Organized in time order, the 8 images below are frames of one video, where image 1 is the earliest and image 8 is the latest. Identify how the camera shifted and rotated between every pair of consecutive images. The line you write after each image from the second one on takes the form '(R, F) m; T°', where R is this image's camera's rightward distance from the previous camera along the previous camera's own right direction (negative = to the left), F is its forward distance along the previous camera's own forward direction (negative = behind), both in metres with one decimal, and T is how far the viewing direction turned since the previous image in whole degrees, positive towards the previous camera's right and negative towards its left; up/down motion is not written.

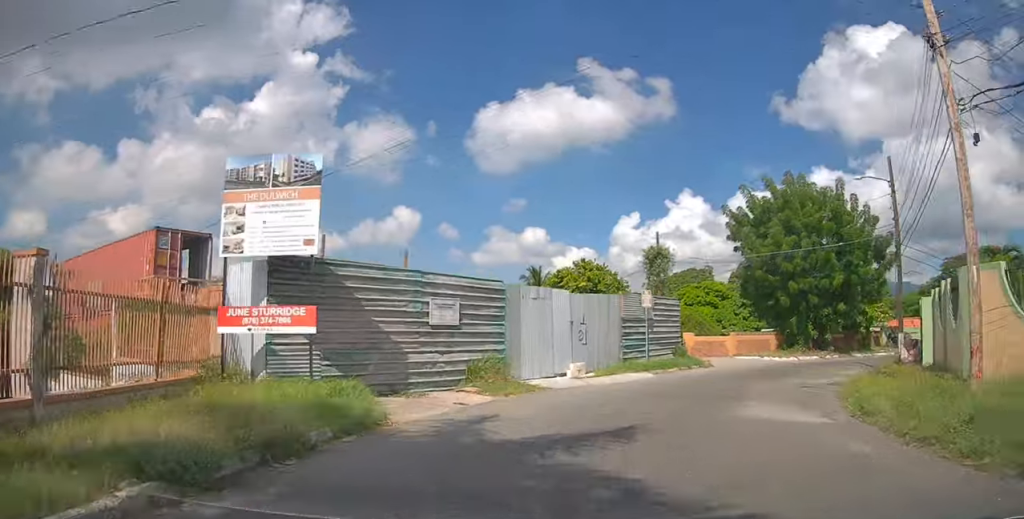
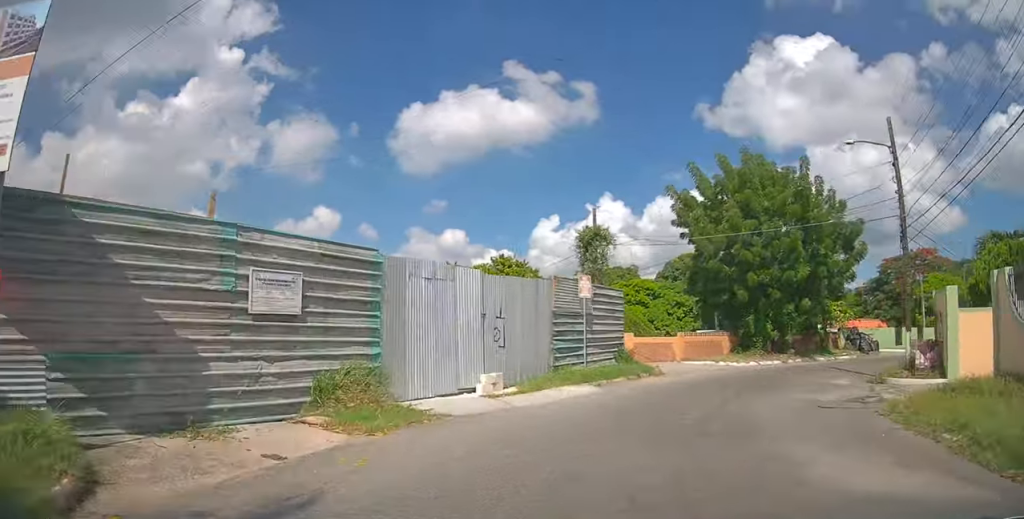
(+0.1, +5.2) m; +8°
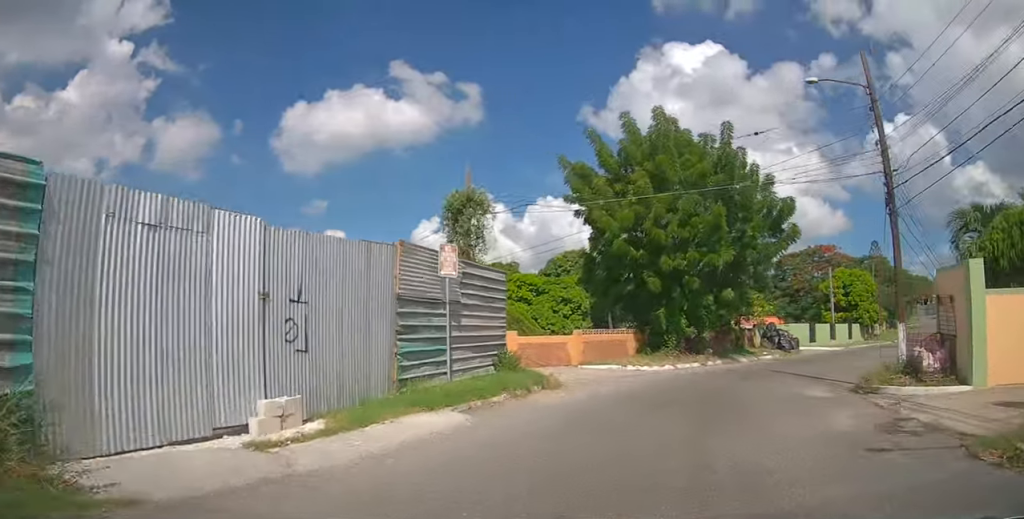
(+0.6, +5.1) m; +11°
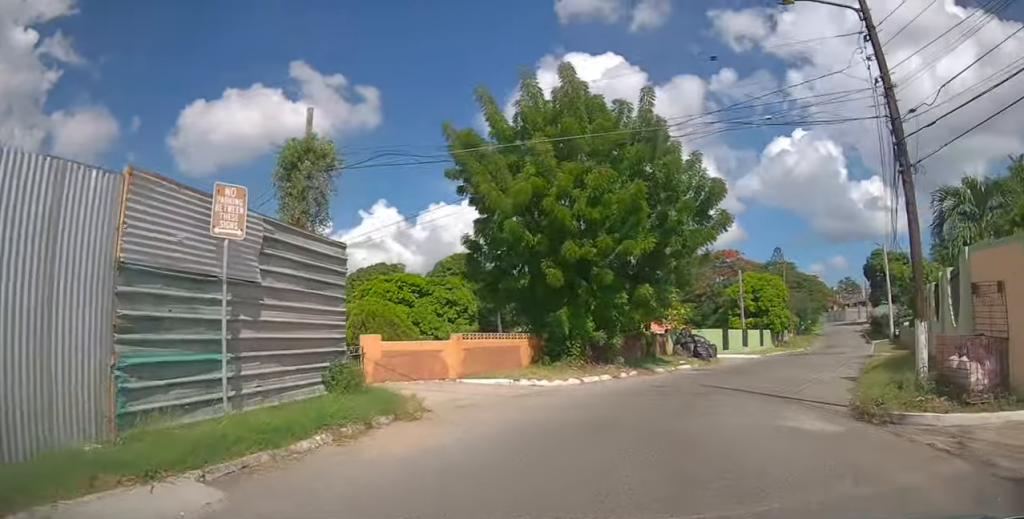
(+0.3, +4.4) m; +11°
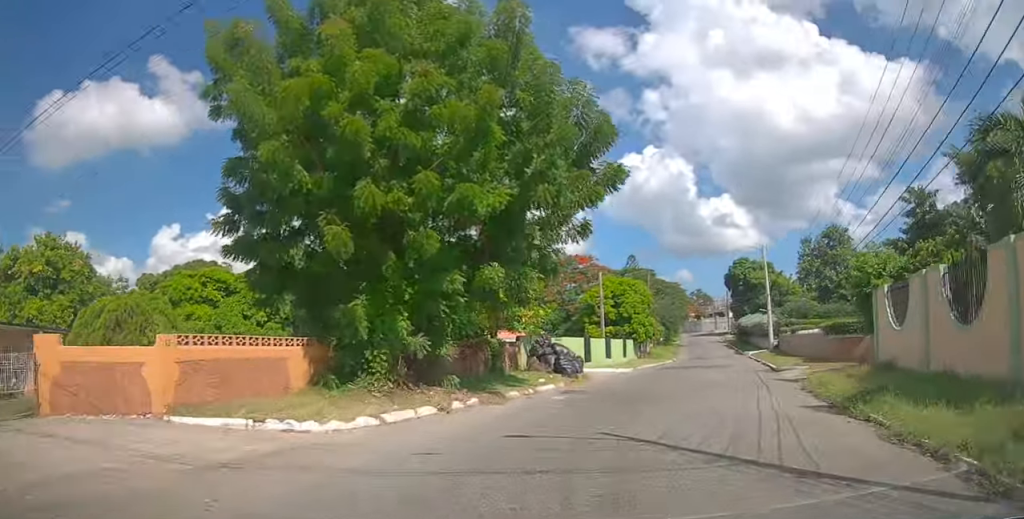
(+1.0, +6.8) m; +19°
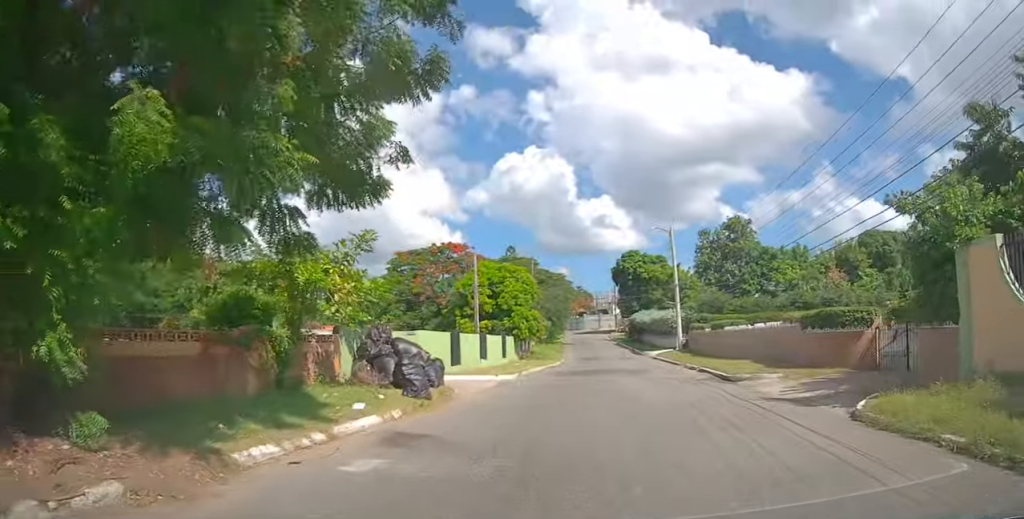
(+1.5, +8.3) m; +13°
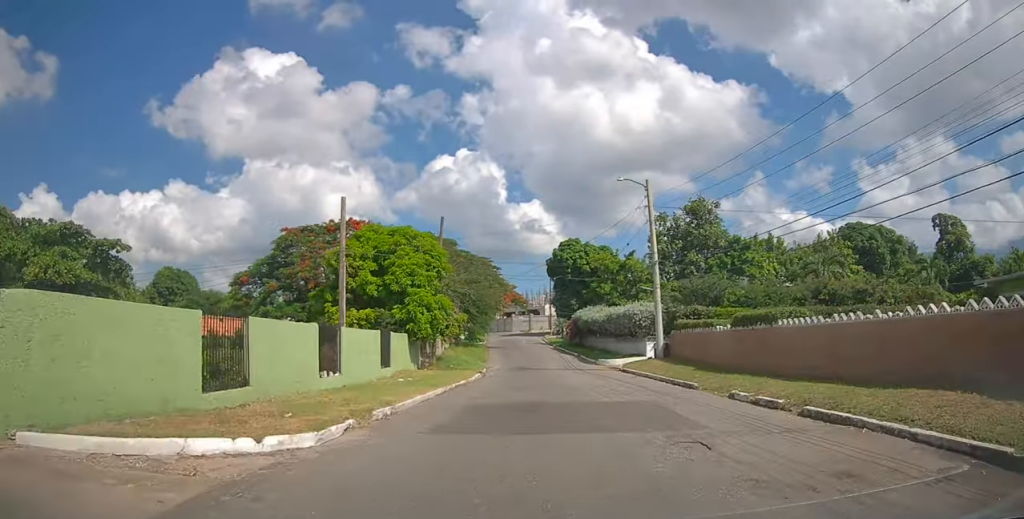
(+1.1, +13.8) m; +6°
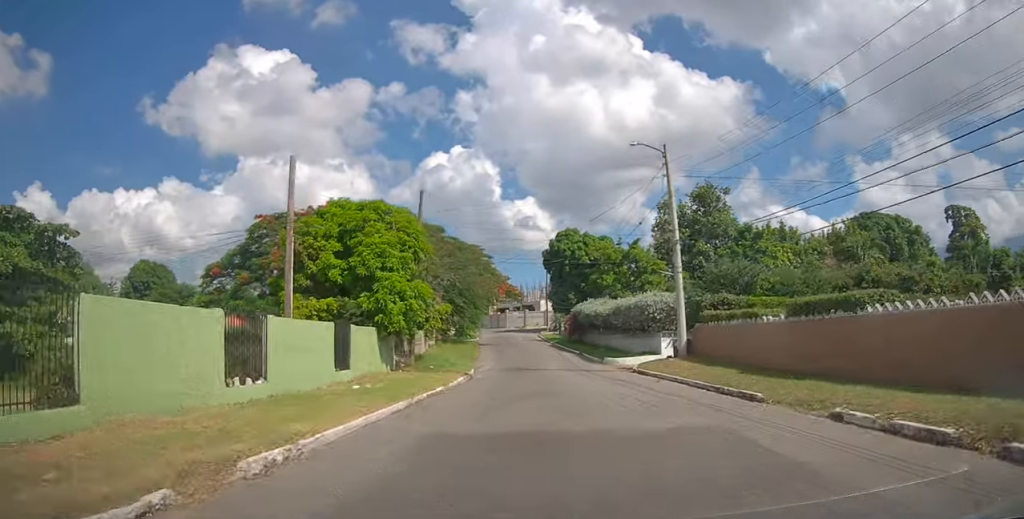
(-0.1, +4.9) m; +1°
